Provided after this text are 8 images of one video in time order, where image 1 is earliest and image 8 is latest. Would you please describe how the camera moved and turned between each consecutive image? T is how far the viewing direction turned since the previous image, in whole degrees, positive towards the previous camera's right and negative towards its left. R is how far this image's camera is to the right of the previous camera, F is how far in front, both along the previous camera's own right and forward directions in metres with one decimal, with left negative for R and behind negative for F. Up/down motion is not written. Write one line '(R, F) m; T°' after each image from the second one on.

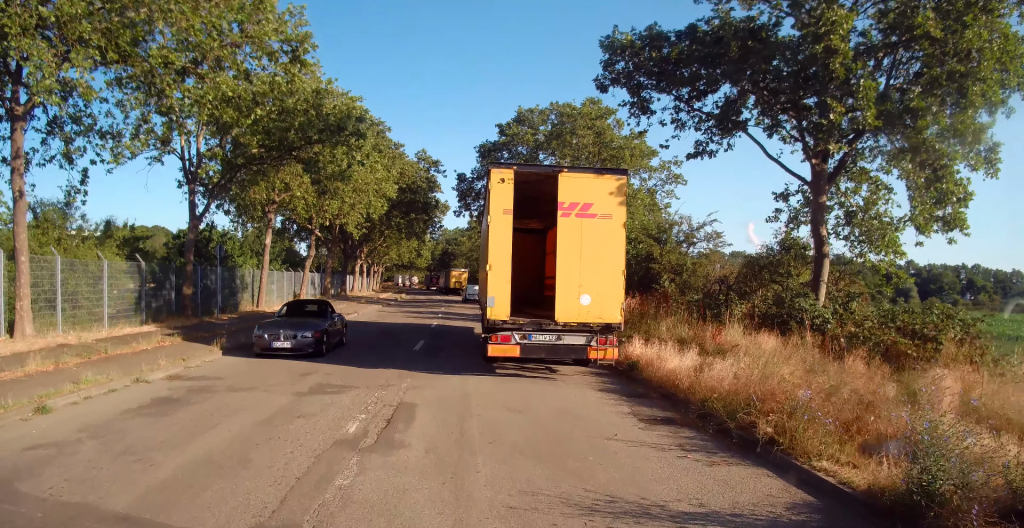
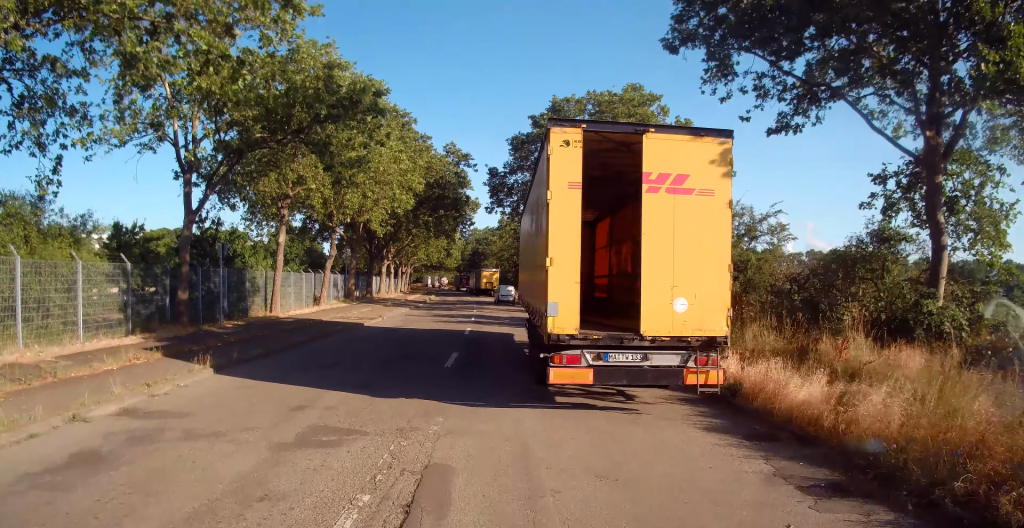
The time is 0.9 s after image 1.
(-0.3, +3.0) m; 0°
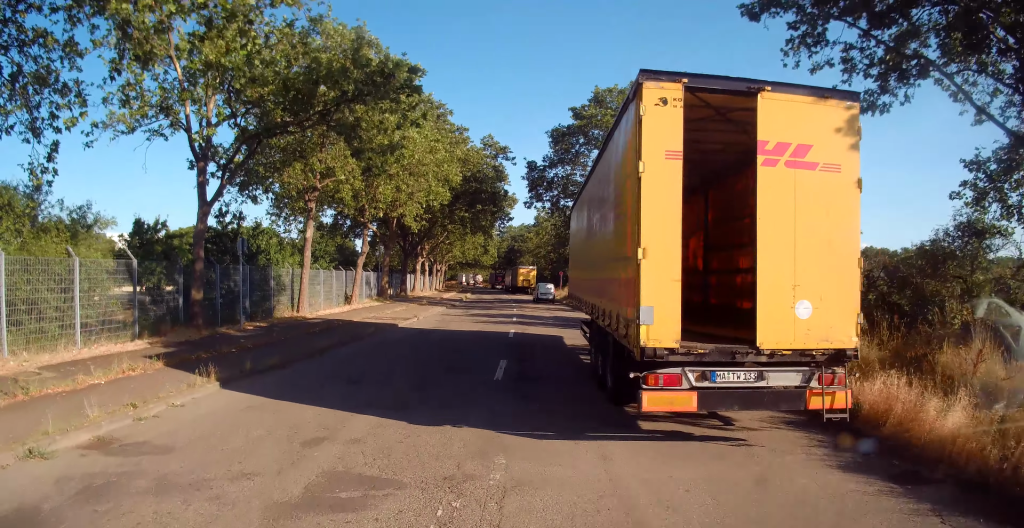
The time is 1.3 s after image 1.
(+0.1, +1.5) m; -3°
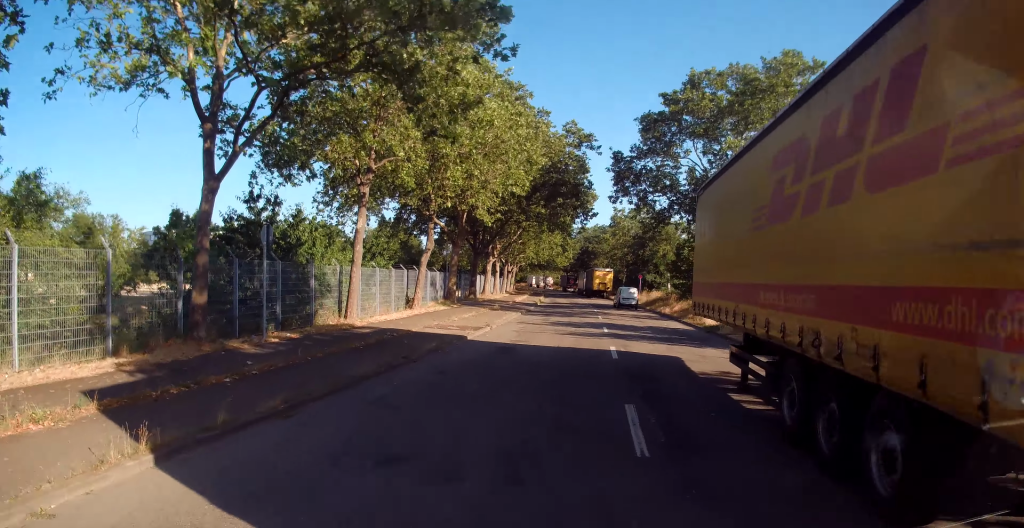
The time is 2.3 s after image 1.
(-0.2, +3.9) m; -8°
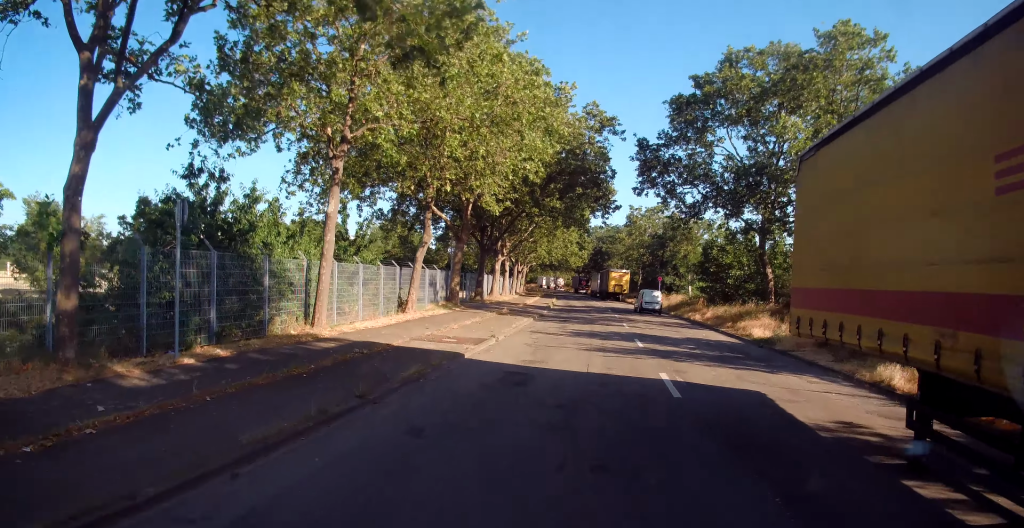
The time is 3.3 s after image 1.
(-0.3, +4.5) m; -1°
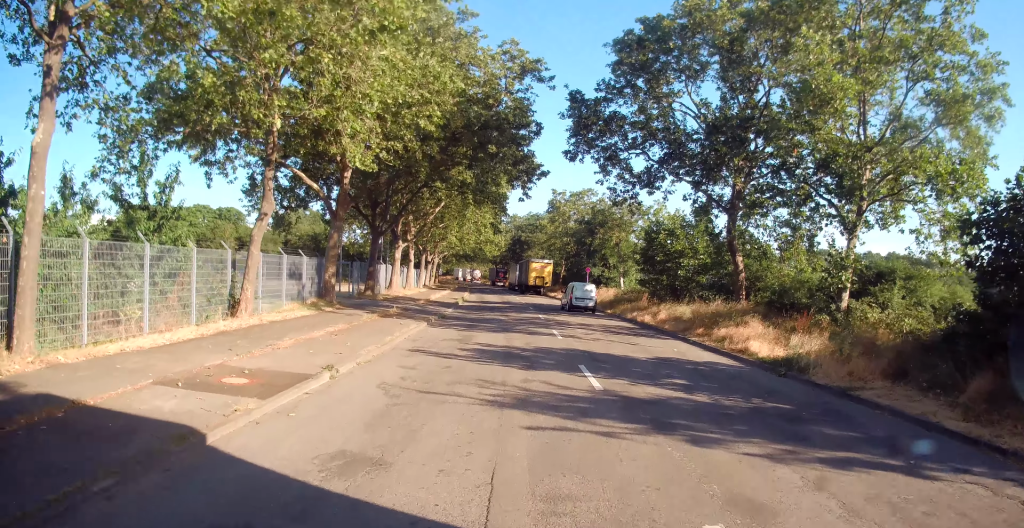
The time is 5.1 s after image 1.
(+0.4, +8.6) m; +4°
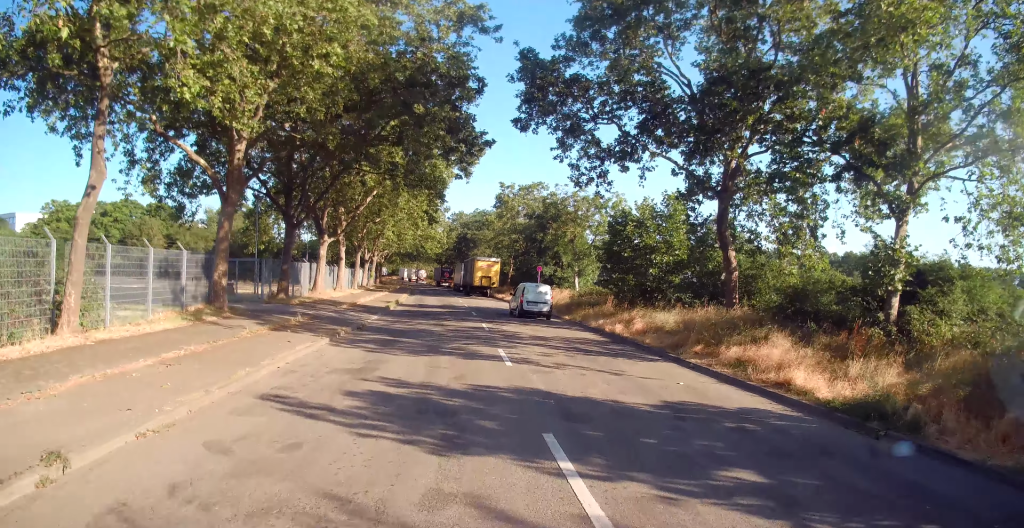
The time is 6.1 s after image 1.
(+0.2, +5.2) m; +7°
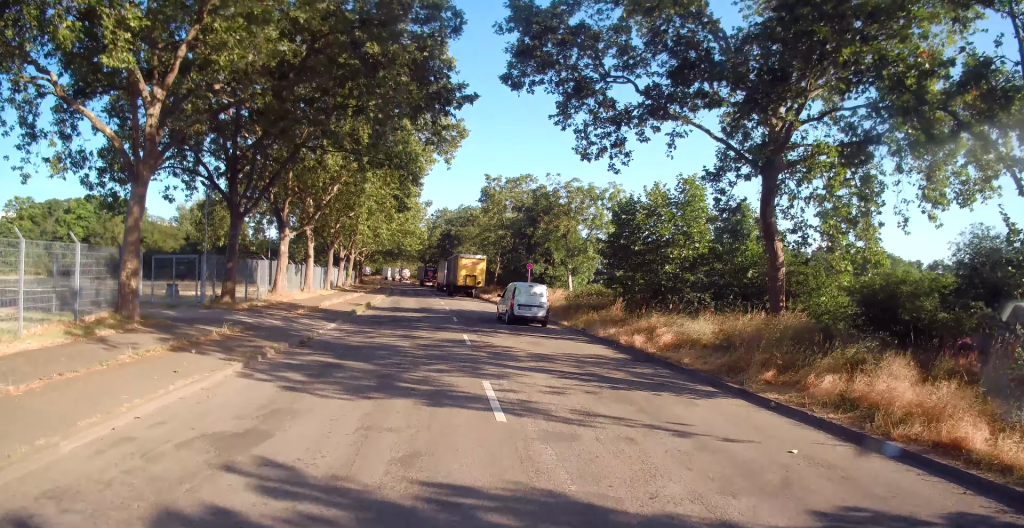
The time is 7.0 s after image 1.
(+0.4, +4.9) m; +3°
